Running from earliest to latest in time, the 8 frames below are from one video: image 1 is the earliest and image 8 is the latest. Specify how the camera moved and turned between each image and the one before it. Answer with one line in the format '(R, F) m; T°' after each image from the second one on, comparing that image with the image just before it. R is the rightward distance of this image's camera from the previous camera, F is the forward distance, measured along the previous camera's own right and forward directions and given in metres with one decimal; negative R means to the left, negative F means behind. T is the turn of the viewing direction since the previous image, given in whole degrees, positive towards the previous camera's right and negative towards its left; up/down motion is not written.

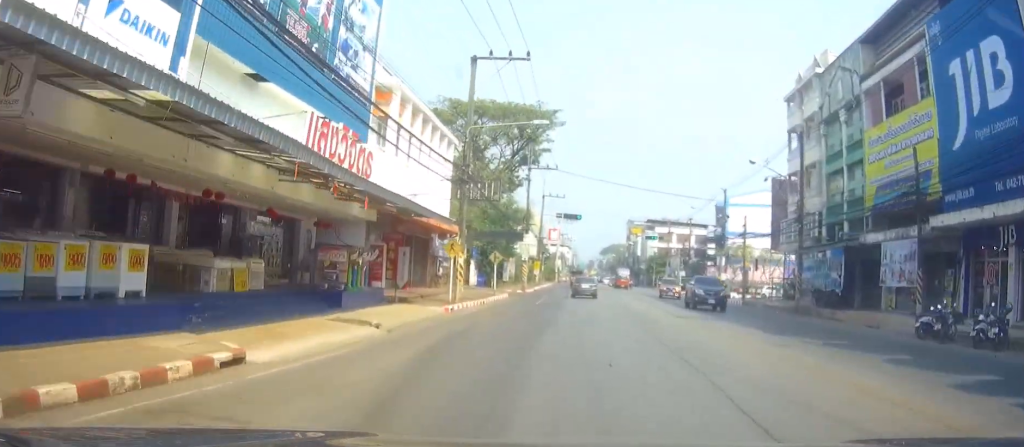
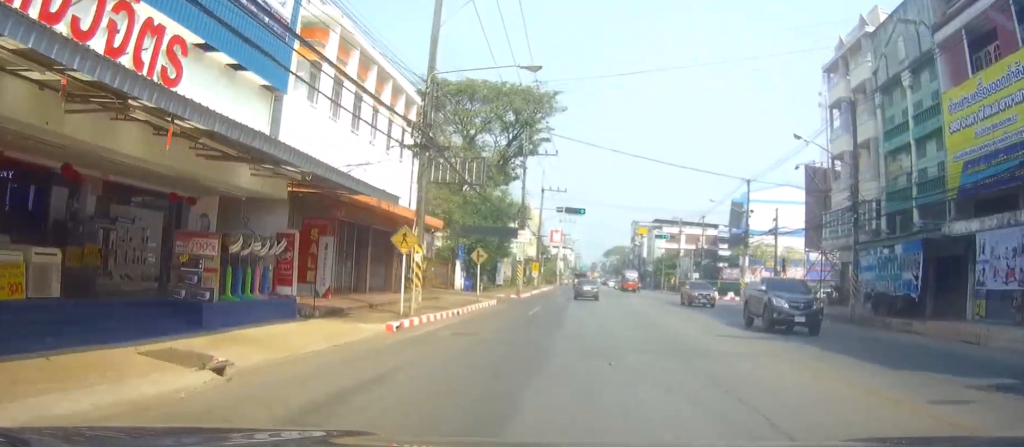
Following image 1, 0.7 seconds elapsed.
(-0.1, +8.0) m; -1°
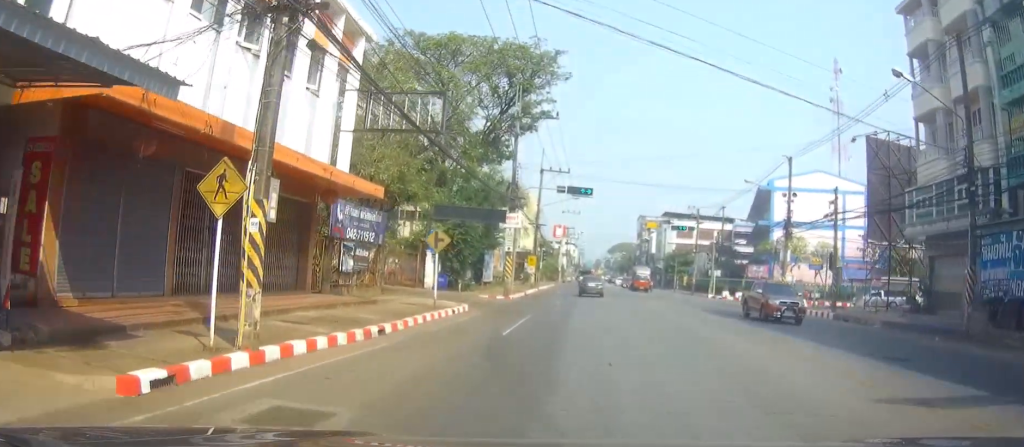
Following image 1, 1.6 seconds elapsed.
(0.0, +11.2) m; 0°
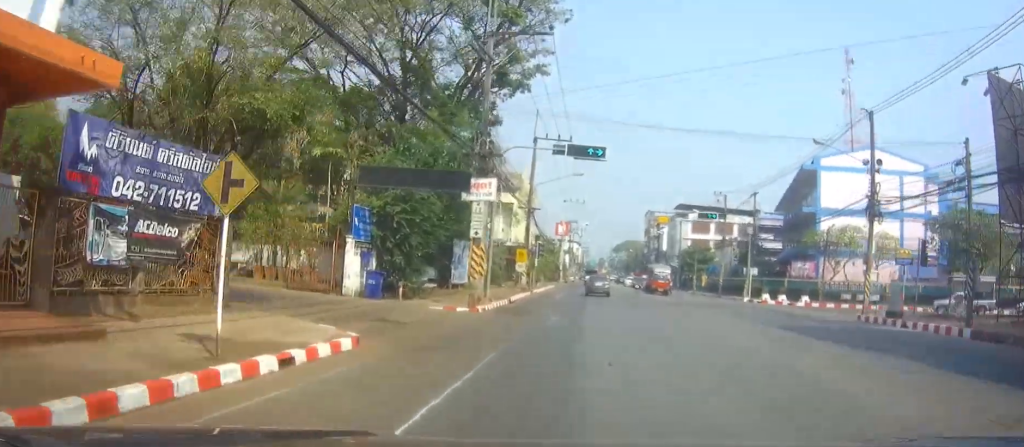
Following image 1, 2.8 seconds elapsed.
(0.0, +13.9) m; +1°
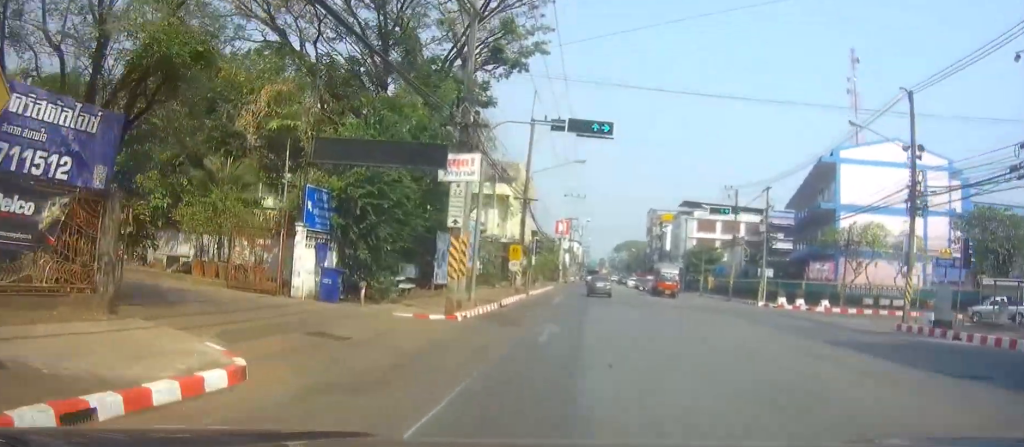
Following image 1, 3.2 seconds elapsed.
(0.0, +5.1) m; 0°
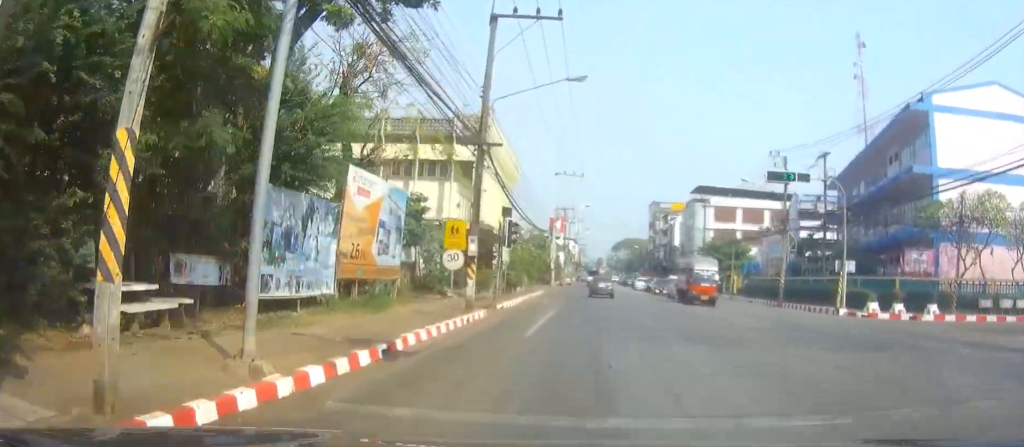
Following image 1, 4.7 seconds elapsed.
(+0.1, +17.8) m; +1°
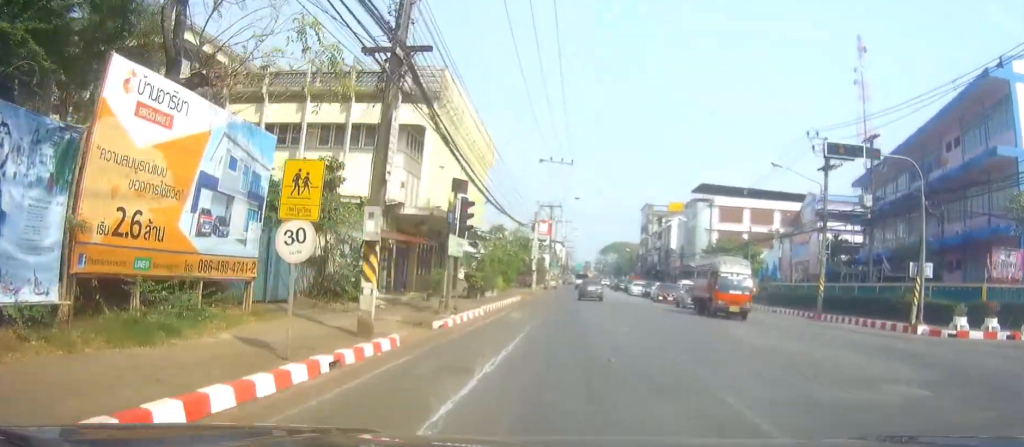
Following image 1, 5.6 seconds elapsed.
(+0.1, +10.8) m; 0°
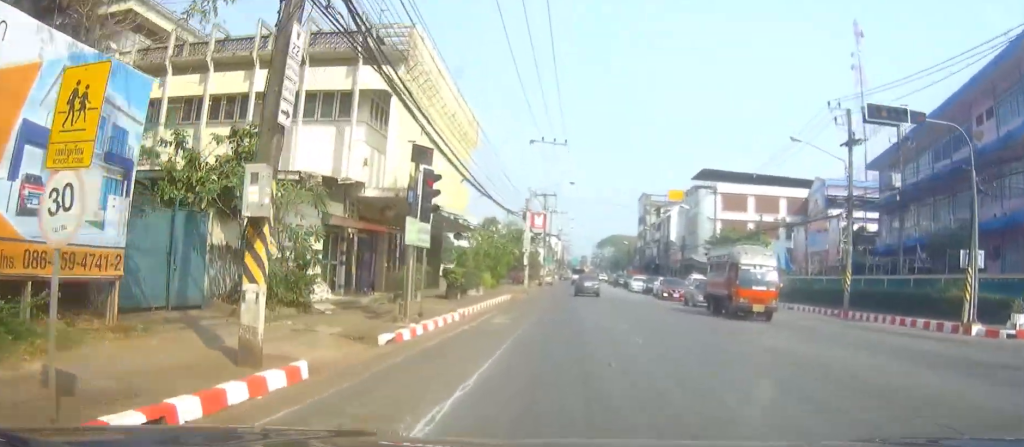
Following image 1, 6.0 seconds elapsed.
(-0.2, +4.8) m; +1°
